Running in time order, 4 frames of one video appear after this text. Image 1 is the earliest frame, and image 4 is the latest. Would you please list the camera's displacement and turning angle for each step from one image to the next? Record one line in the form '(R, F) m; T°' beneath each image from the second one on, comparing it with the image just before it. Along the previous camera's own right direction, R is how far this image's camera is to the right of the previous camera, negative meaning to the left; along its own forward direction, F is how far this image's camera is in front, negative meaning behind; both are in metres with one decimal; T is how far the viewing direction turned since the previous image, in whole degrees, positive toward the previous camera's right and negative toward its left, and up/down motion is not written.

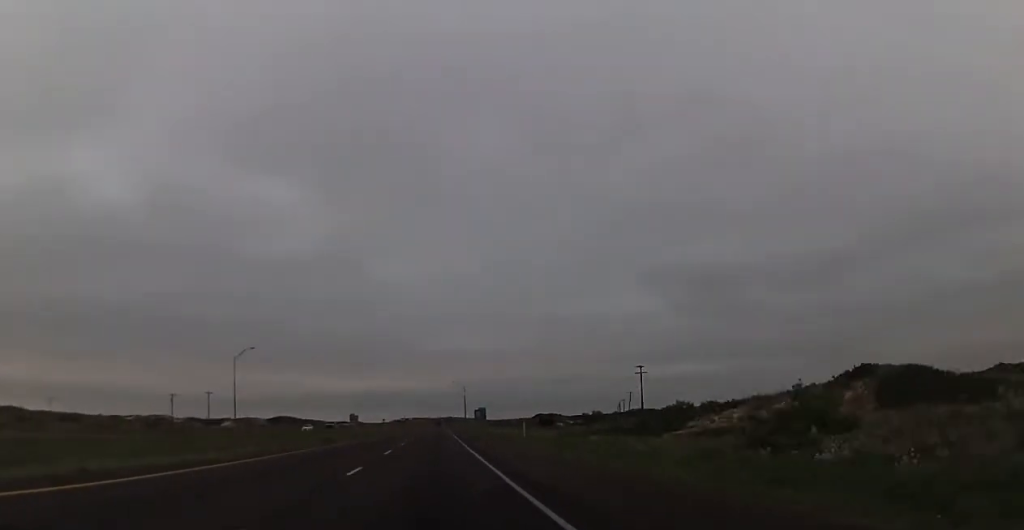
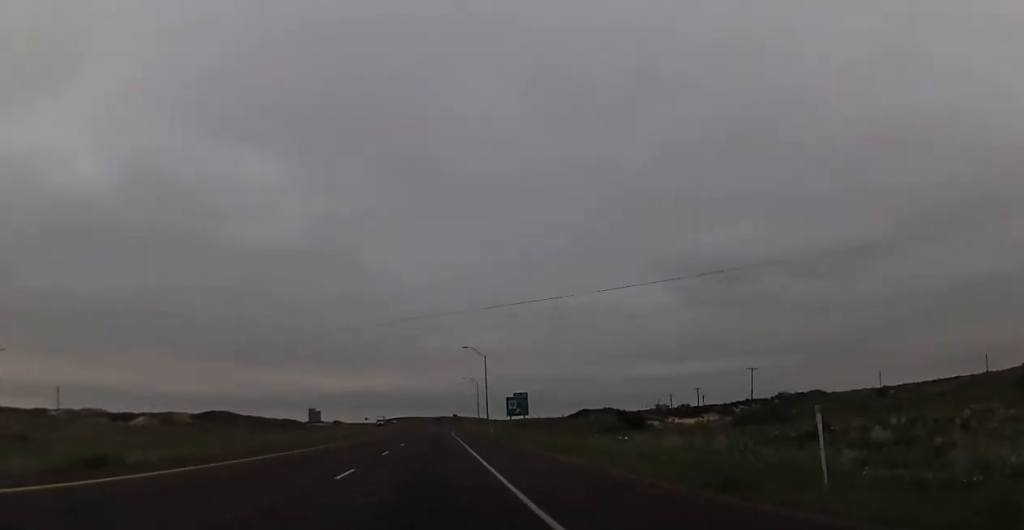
(0.0, +97.7) m; -1°
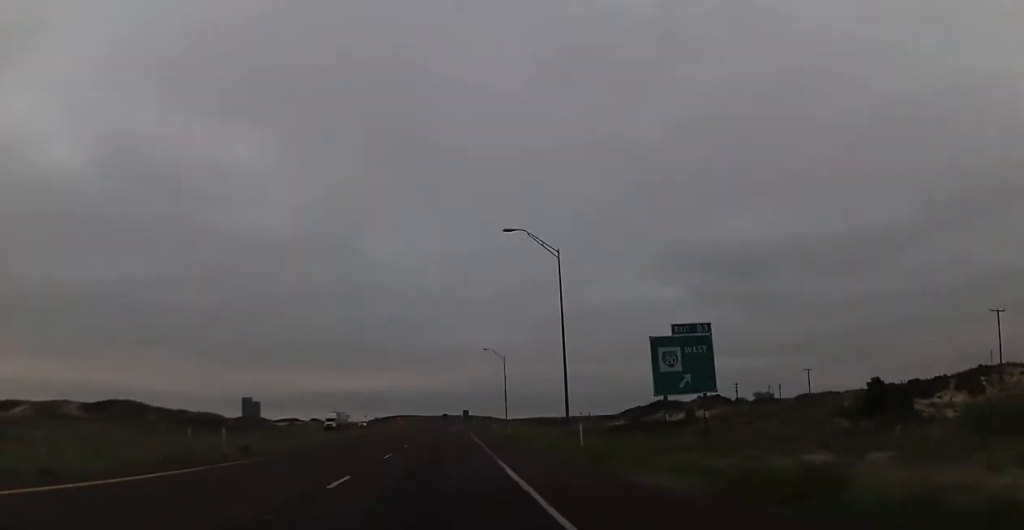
(+1.4, +74.2) m; +1°
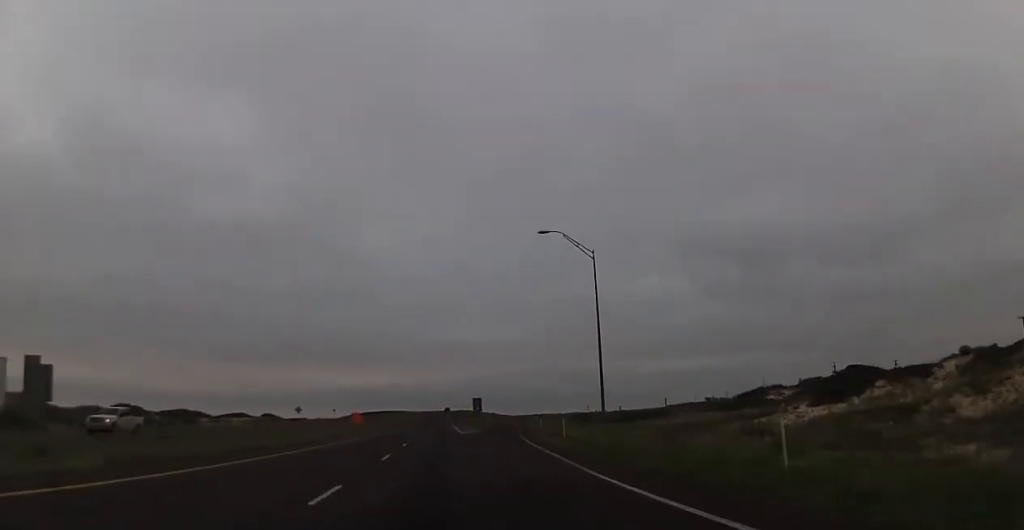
(-0.8, +75.6) m; -1°
